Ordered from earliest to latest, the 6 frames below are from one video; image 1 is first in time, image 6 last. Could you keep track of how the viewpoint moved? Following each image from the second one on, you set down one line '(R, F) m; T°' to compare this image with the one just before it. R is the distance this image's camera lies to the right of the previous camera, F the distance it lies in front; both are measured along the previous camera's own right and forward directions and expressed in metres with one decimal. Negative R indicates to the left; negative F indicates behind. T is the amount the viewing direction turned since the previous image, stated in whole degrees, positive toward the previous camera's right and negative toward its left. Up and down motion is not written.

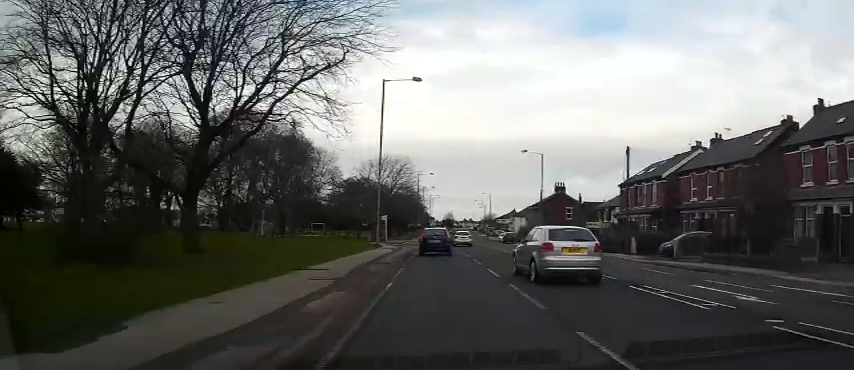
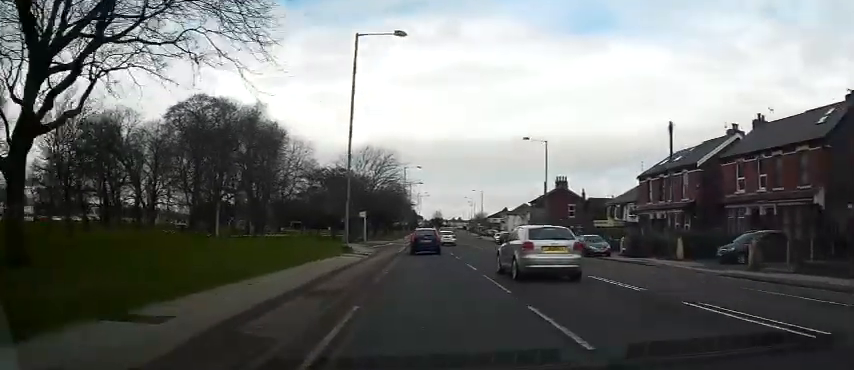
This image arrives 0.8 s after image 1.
(+0.3, +9.0) m; +2°
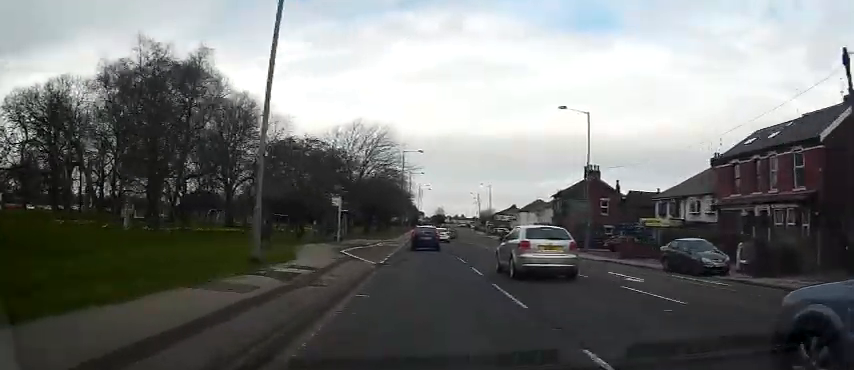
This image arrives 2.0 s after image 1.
(0.0, +14.8) m; 0°
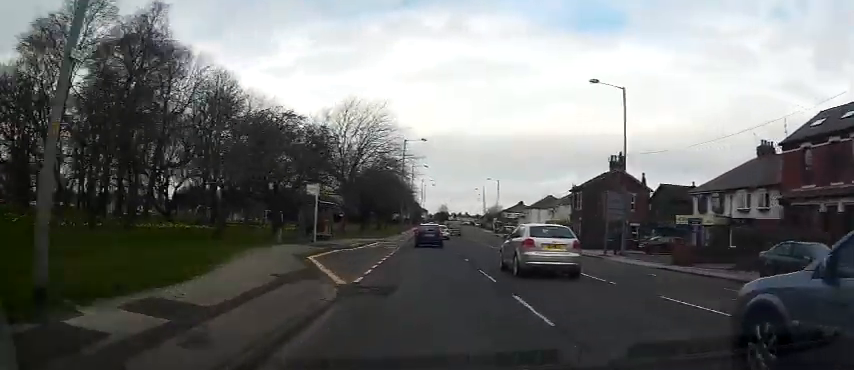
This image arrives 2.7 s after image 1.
(-0.1, +7.9) m; 0°
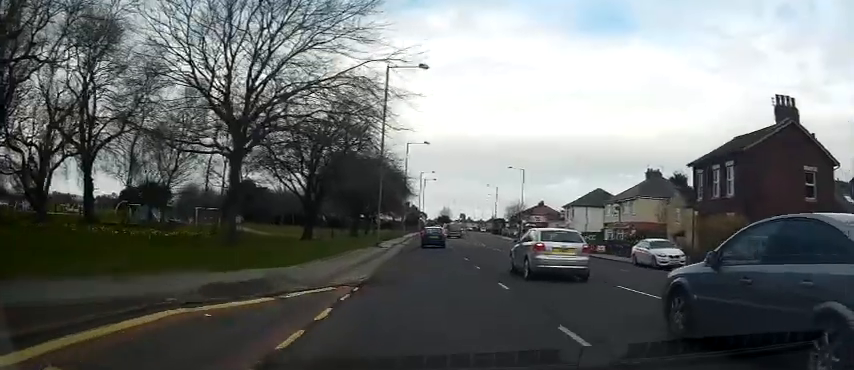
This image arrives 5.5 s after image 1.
(+0.4, +32.4) m; +3°
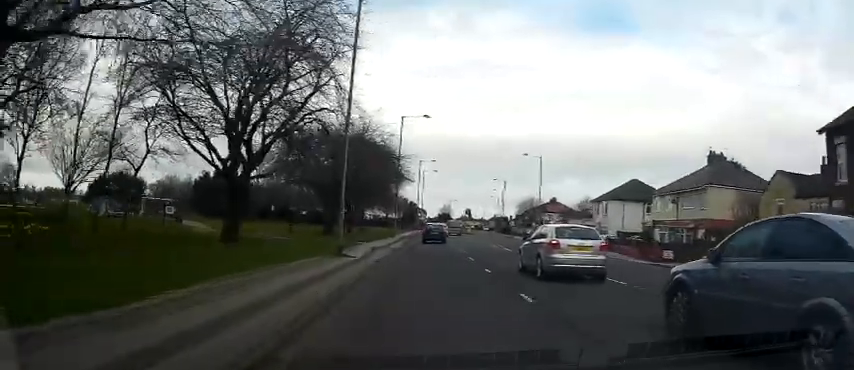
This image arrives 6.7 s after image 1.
(+0.3, +14.3) m; +2°
